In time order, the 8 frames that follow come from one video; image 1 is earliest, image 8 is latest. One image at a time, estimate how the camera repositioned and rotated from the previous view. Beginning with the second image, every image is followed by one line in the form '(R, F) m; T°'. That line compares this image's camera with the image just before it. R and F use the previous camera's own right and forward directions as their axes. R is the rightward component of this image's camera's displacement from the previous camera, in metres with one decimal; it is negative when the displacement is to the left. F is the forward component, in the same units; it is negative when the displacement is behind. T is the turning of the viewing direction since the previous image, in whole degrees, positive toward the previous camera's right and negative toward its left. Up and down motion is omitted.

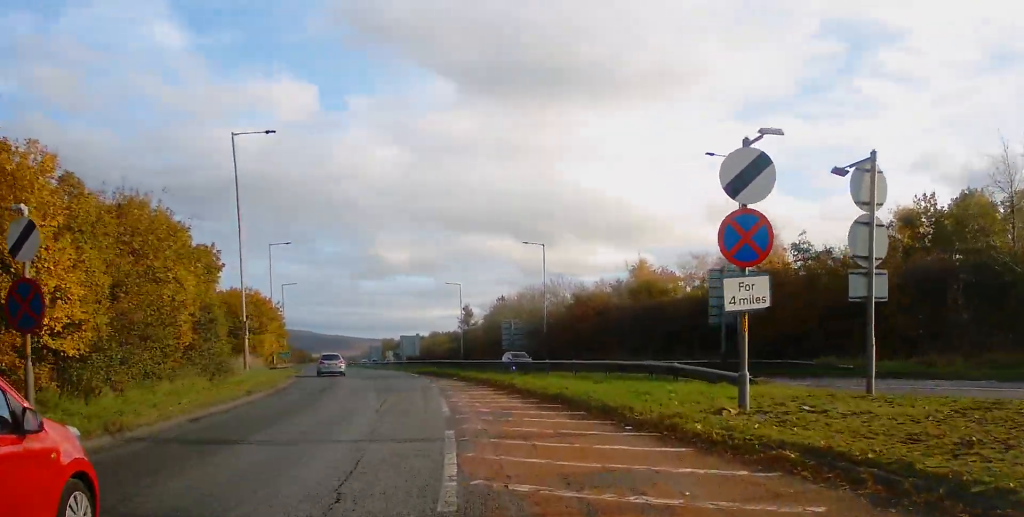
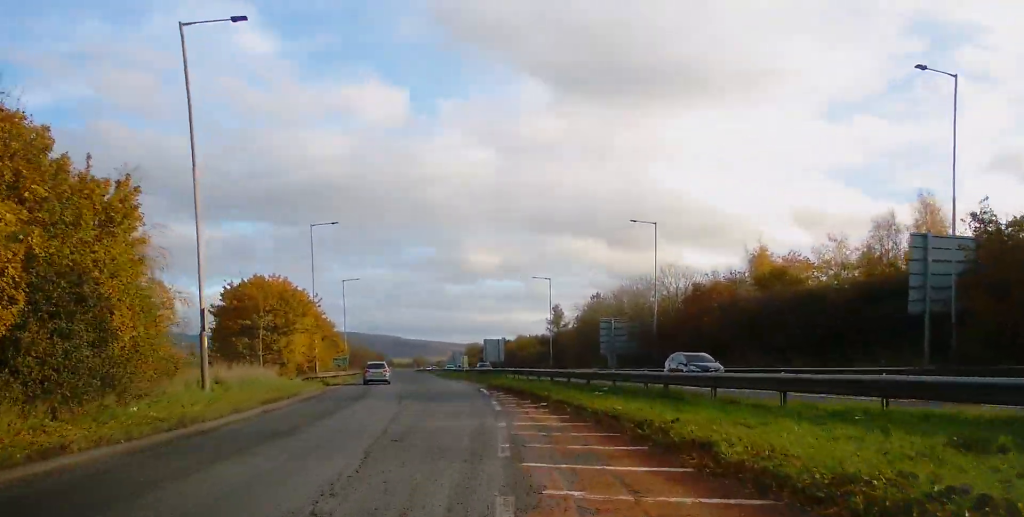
(-0.7, +14.0) m; -6°
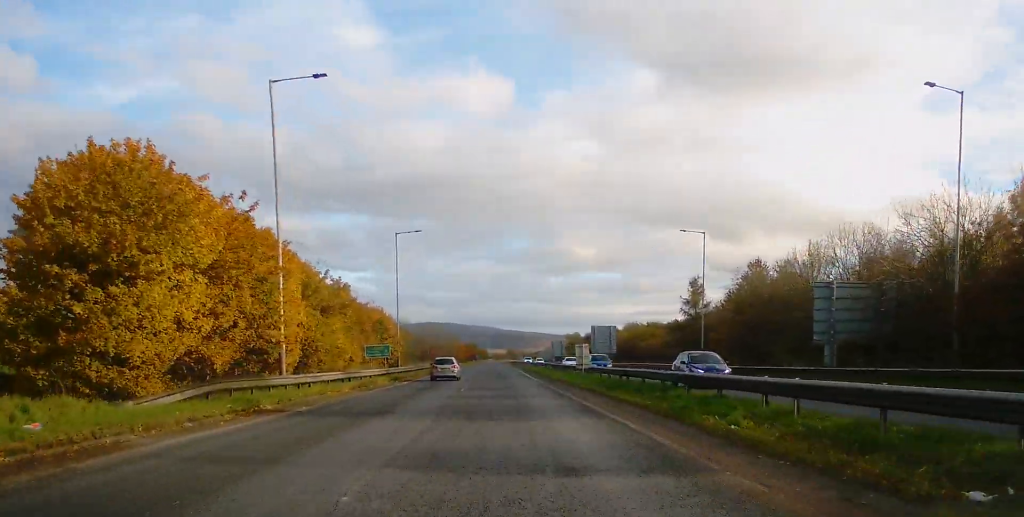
(-2.1, +28.4) m; -6°
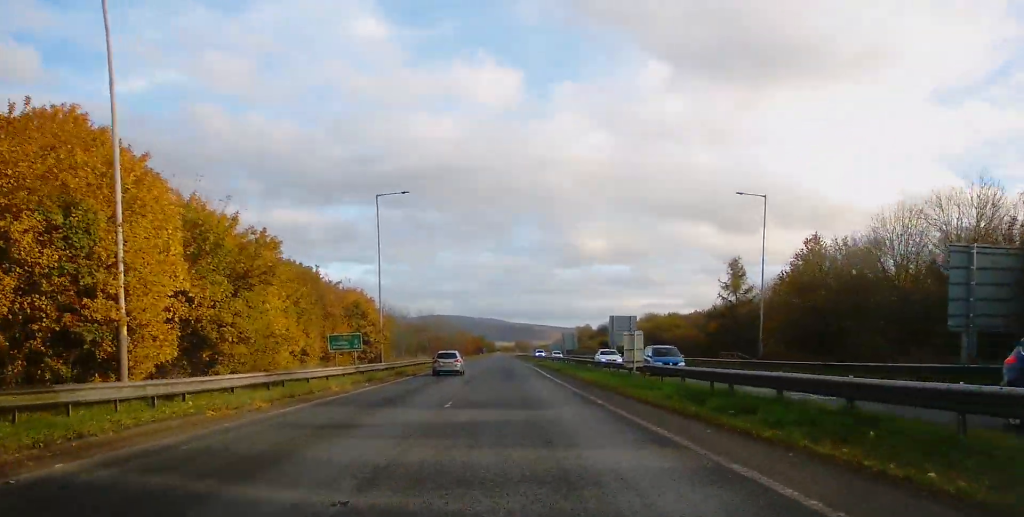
(-0.2, +11.6) m; -1°
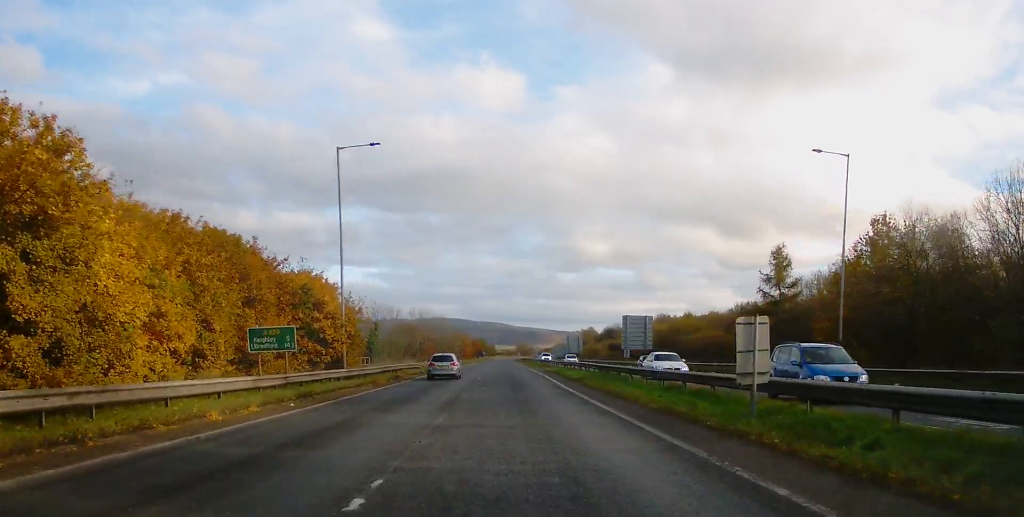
(-0.1, +11.3) m; 0°
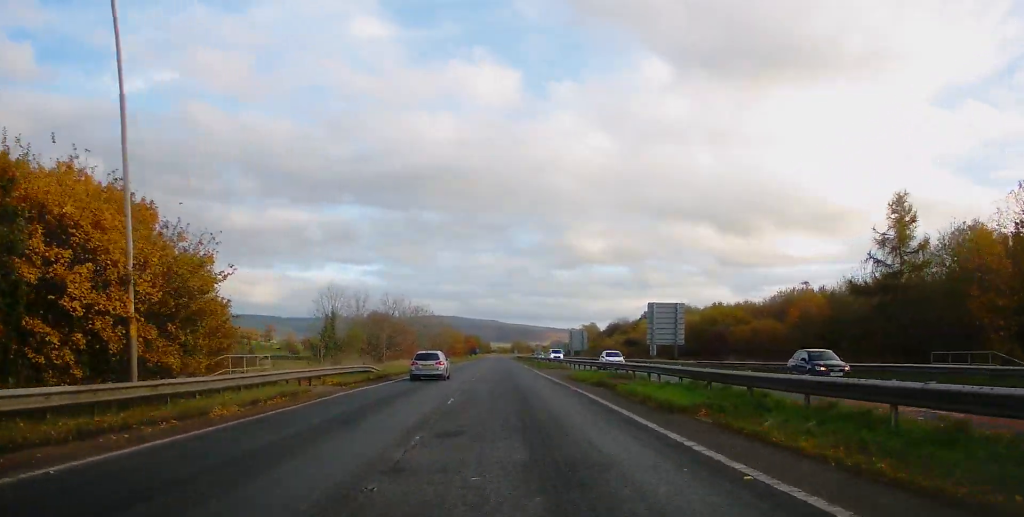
(-0.2, +19.8) m; 0°
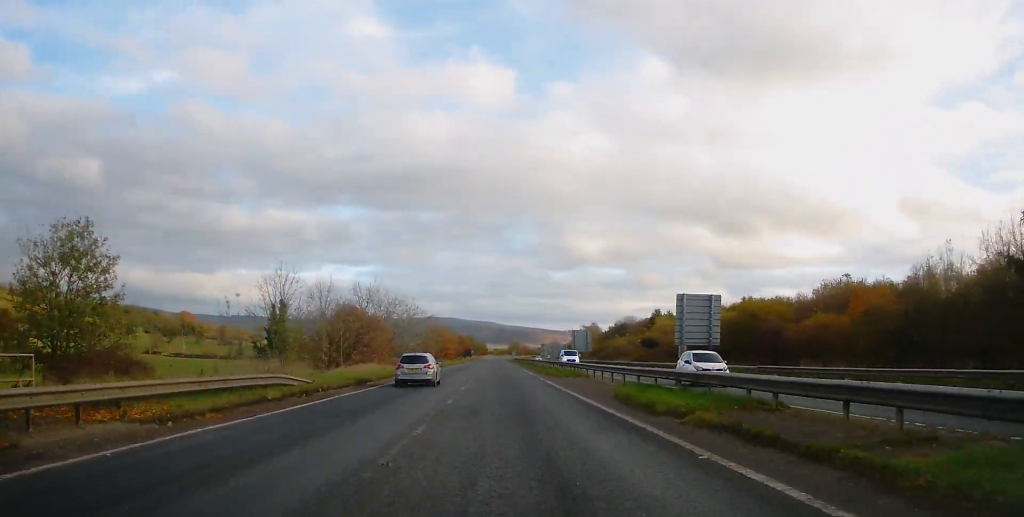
(-0.2, +14.3) m; 0°
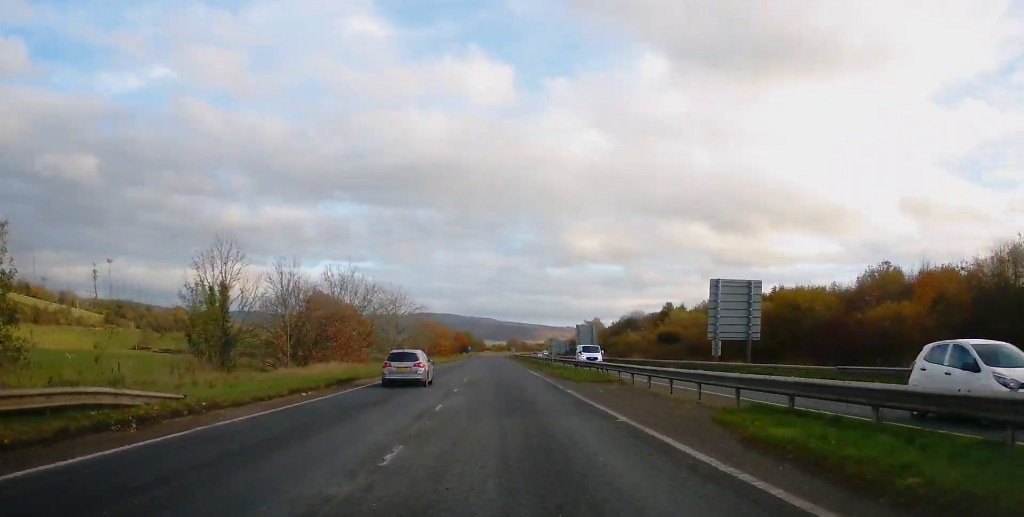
(+0.2, +11.7) m; +1°
